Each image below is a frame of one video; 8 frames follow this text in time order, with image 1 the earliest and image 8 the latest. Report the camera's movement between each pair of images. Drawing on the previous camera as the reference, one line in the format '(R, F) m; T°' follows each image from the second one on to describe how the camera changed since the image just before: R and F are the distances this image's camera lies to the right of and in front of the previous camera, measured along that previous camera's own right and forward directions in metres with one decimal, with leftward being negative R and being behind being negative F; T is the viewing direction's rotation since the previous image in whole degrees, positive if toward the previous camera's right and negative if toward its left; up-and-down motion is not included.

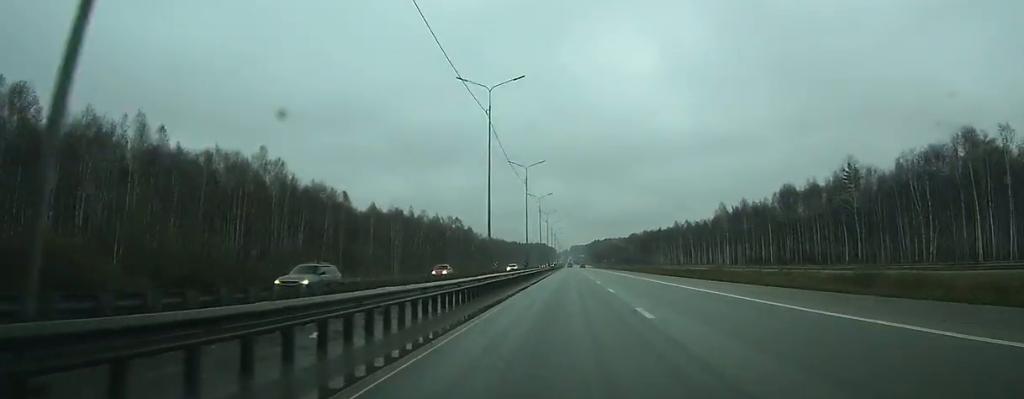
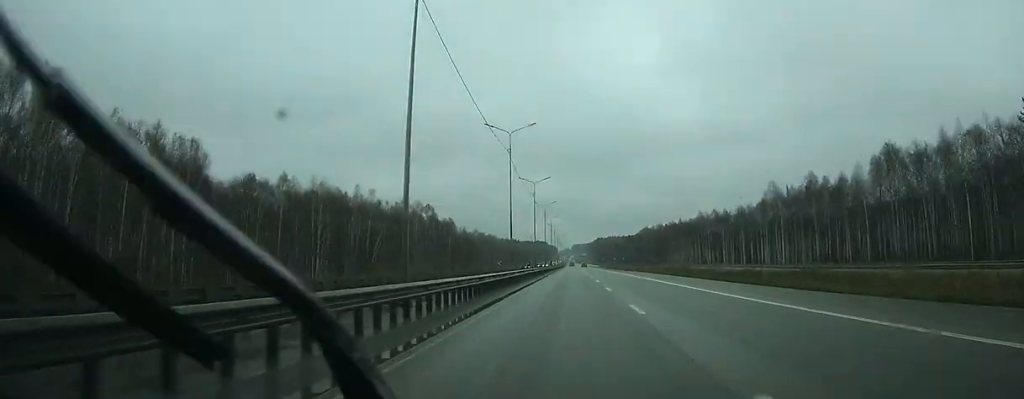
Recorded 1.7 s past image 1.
(+0.1, +47.3) m; 0°
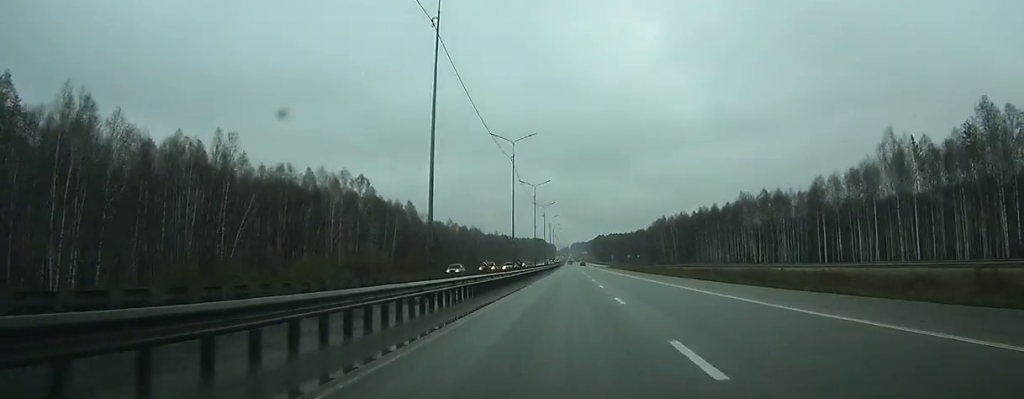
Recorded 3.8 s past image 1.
(+0.2, +56.4) m; 0°
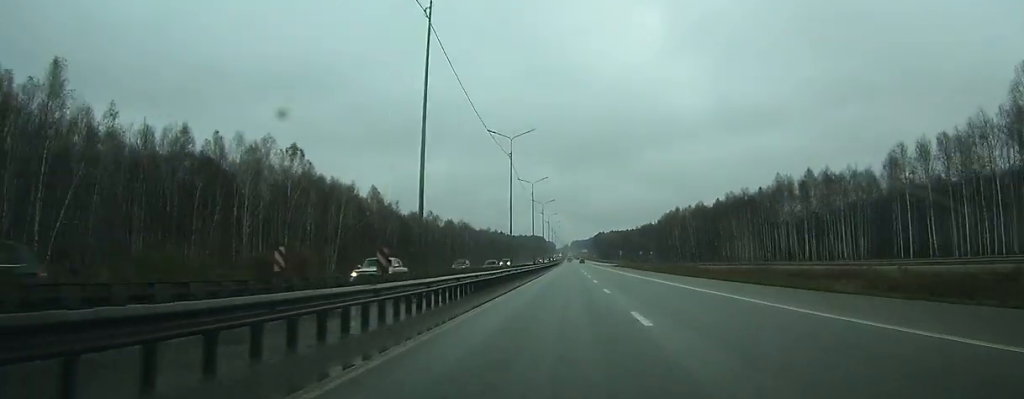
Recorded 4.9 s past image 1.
(0.0, +30.9) m; 0°
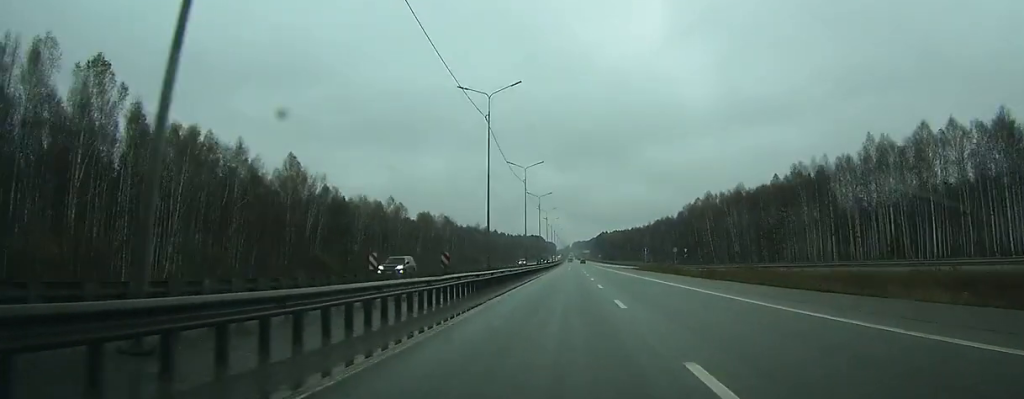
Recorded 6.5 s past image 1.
(-0.2, +43.6) m; 0°
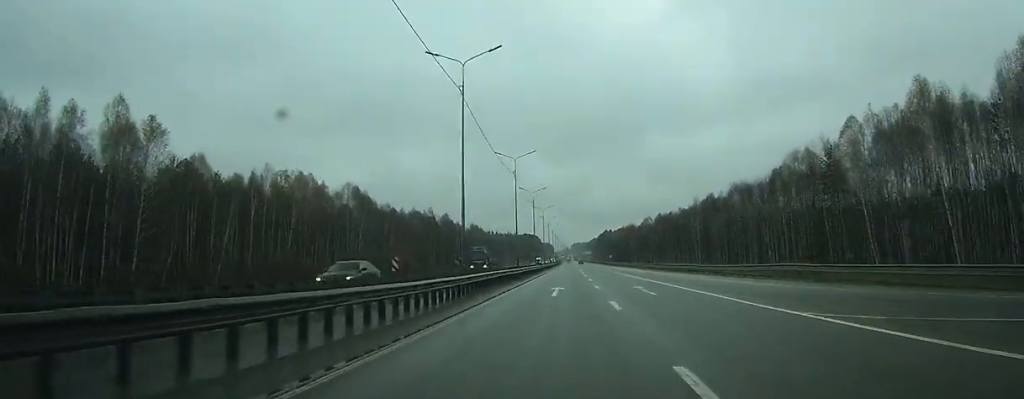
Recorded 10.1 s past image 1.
(+0.1, +96.1) m; -1°
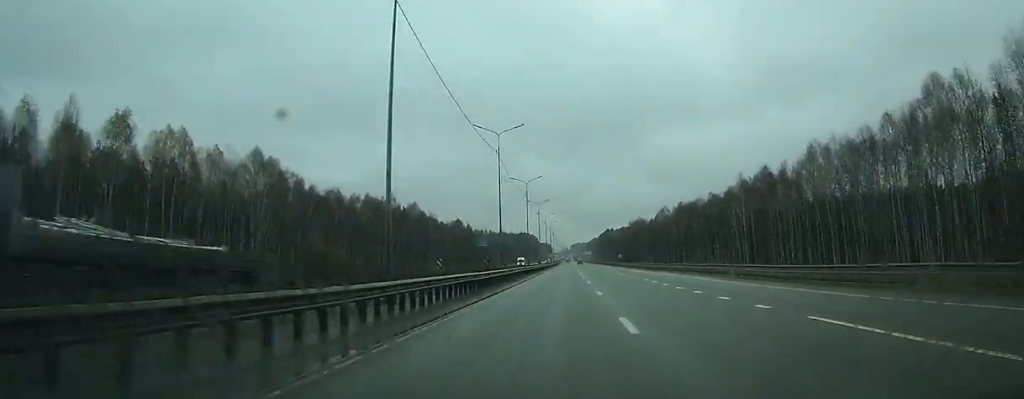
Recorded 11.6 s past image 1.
(-0.2, +41.6) m; 0°
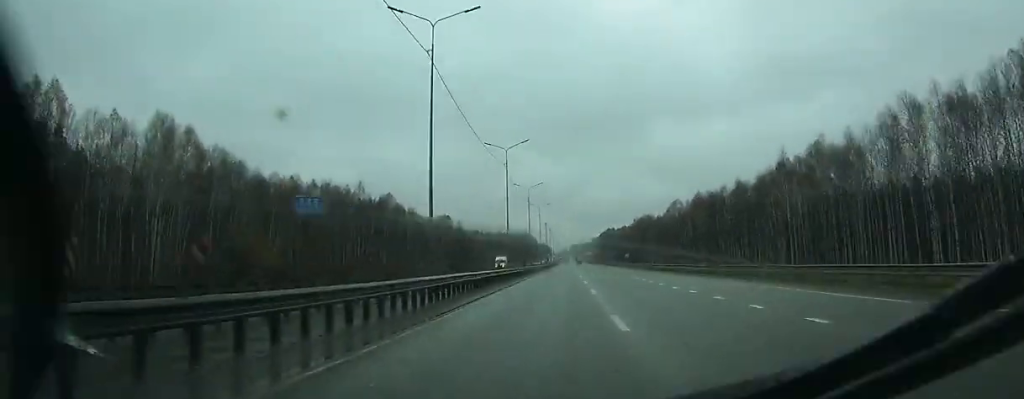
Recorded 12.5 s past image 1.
(-0.1, +23.5) m; 0°
